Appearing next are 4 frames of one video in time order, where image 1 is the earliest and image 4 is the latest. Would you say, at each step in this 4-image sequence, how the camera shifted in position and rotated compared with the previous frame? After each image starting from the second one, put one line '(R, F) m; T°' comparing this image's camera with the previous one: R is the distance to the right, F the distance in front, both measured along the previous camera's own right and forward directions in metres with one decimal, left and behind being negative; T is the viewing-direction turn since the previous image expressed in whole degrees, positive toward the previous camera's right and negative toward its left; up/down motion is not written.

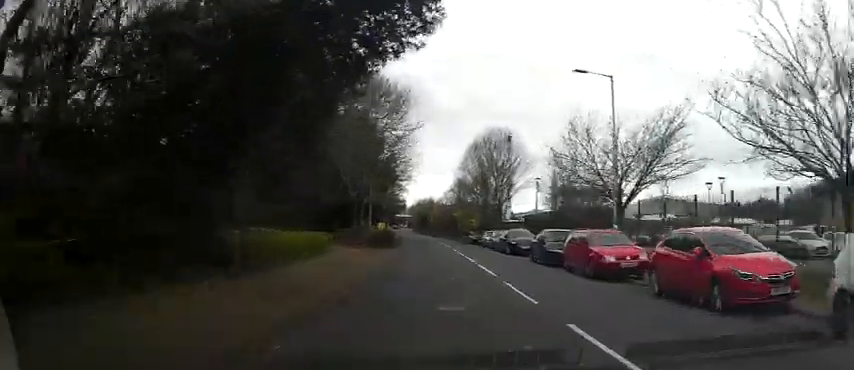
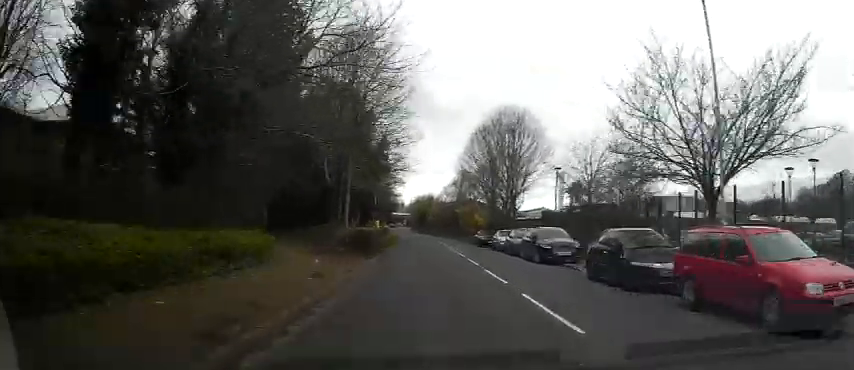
(0.0, +8.8) m; 0°
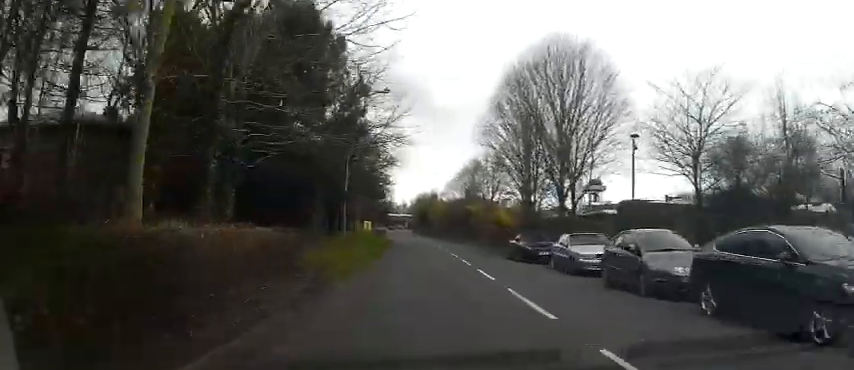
(0.0, +16.6) m; 0°
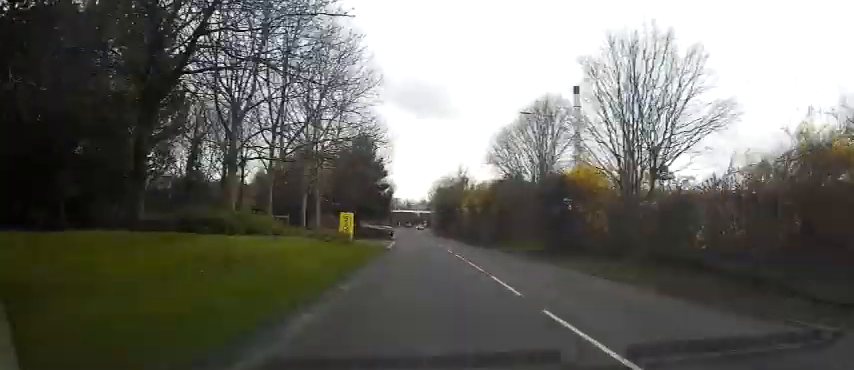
(+0.1, +32.1) m; -1°
